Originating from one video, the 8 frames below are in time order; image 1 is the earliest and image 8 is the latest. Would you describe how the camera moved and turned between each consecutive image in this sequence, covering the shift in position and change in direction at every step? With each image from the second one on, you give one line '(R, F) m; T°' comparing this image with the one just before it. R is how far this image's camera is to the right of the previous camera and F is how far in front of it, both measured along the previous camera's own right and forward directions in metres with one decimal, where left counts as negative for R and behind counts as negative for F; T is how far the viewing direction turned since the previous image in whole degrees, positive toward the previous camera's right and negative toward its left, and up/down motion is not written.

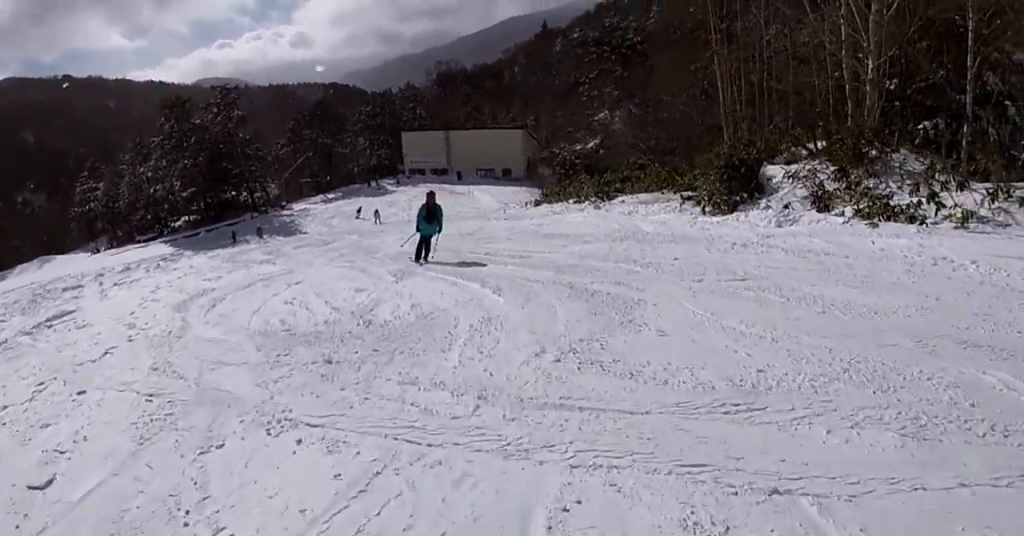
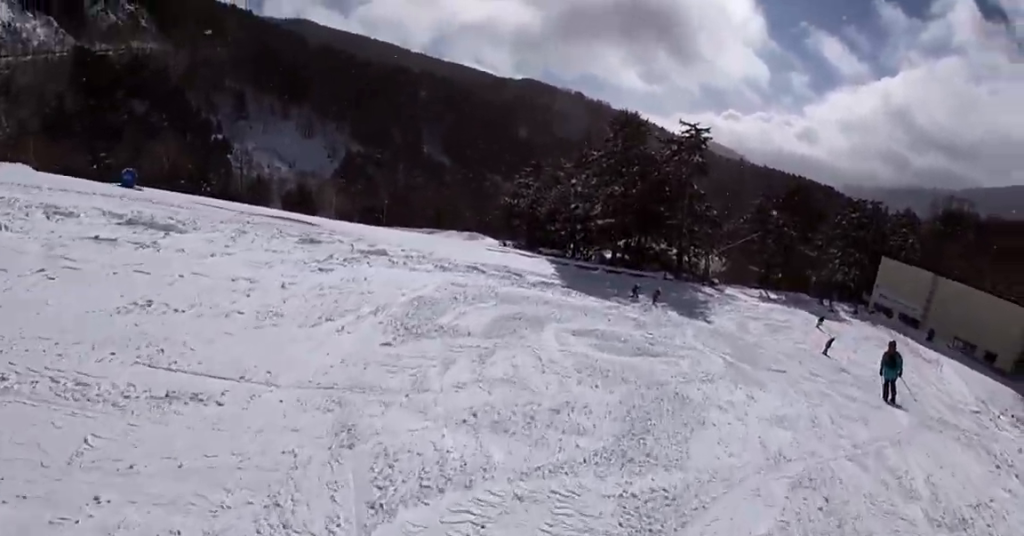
(-5.7, +12.6) m; -25°
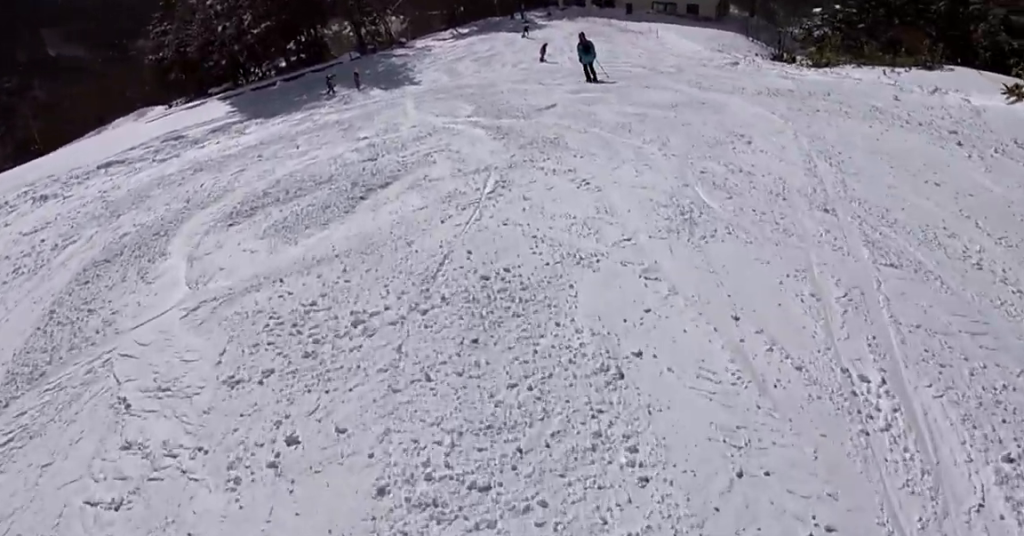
(+0.2, +5.1) m; +6°
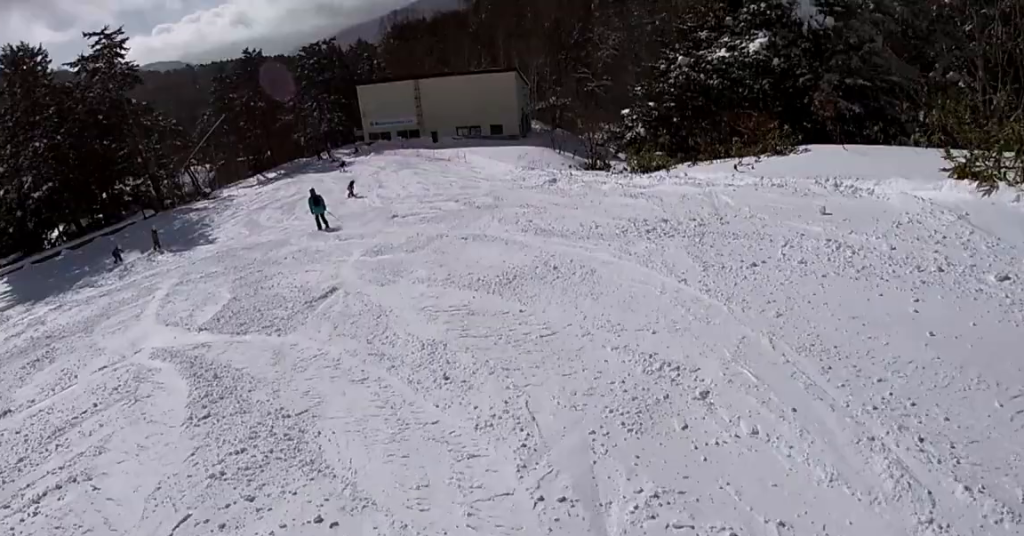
(+0.6, +4.4) m; +2°
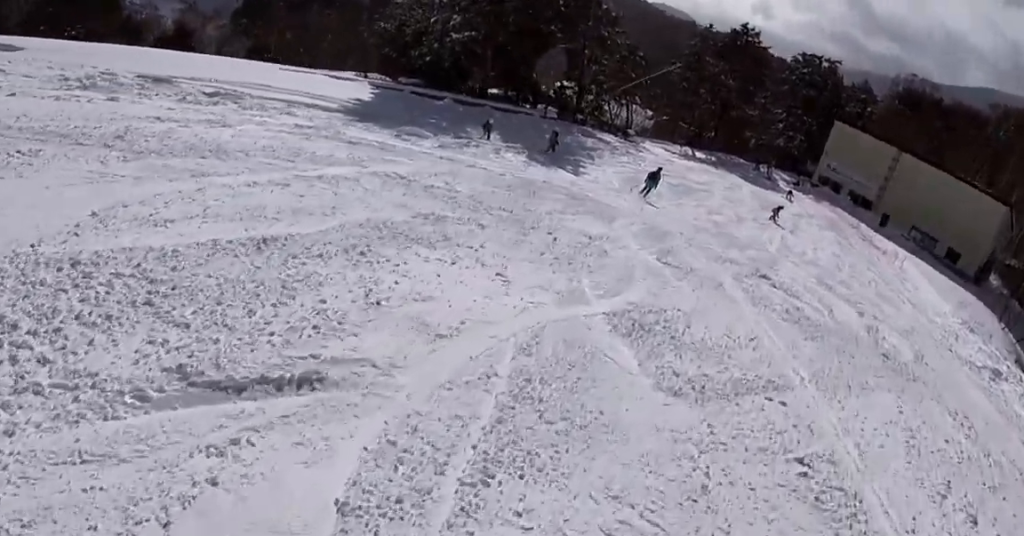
(-0.7, +6.1) m; -9°
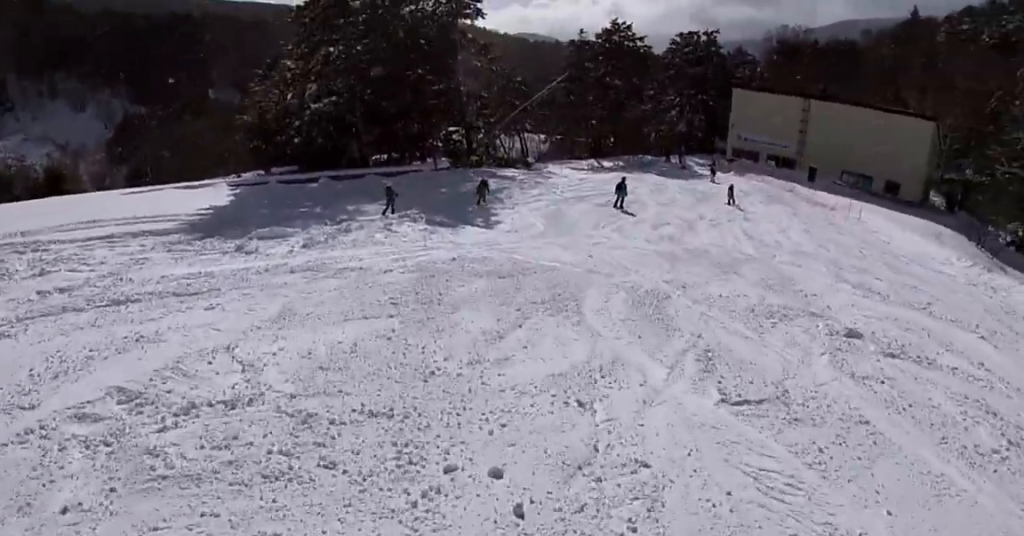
(-0.2, +6.0) m; +10°
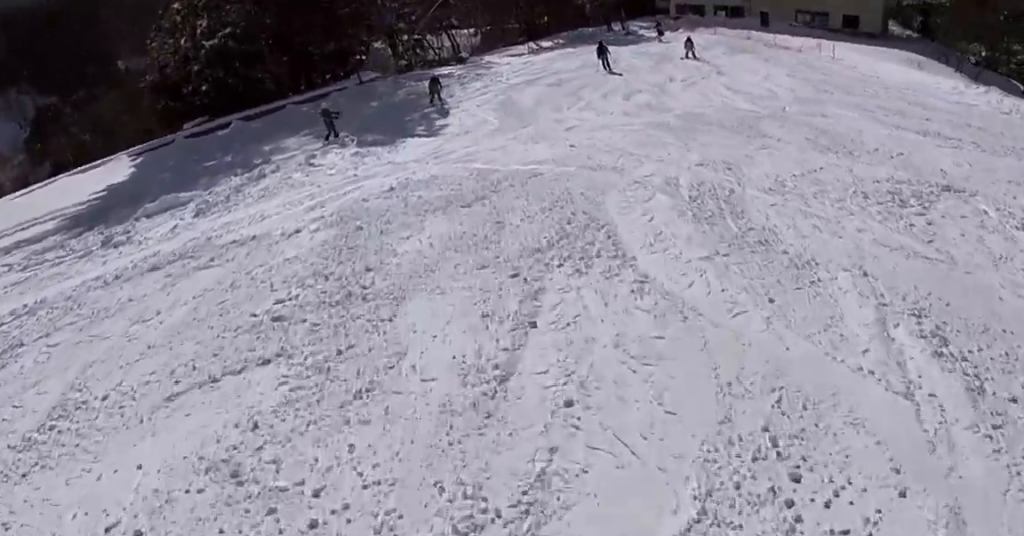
(+0.9, +3.5) m; +7°
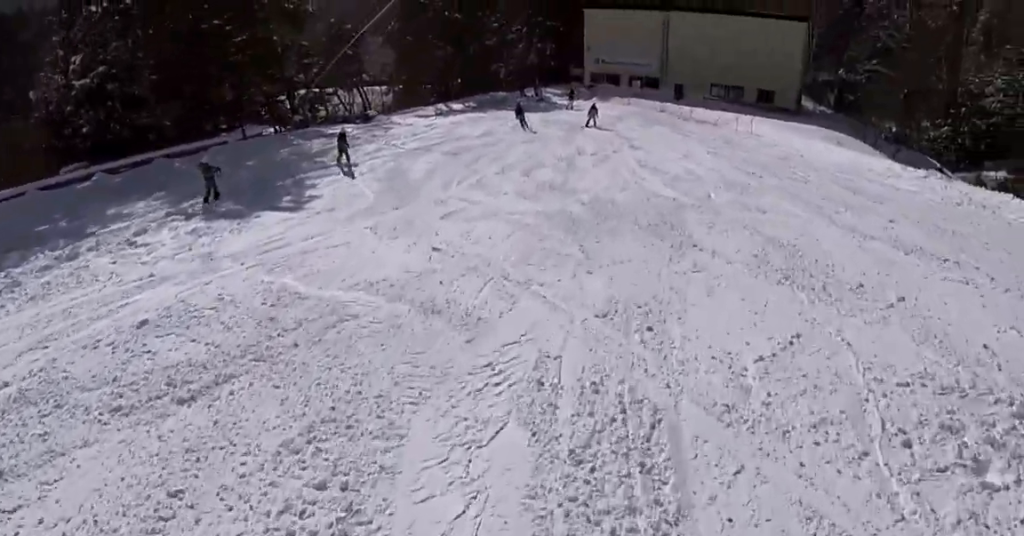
(+0.1, +3.6) m; -2°
